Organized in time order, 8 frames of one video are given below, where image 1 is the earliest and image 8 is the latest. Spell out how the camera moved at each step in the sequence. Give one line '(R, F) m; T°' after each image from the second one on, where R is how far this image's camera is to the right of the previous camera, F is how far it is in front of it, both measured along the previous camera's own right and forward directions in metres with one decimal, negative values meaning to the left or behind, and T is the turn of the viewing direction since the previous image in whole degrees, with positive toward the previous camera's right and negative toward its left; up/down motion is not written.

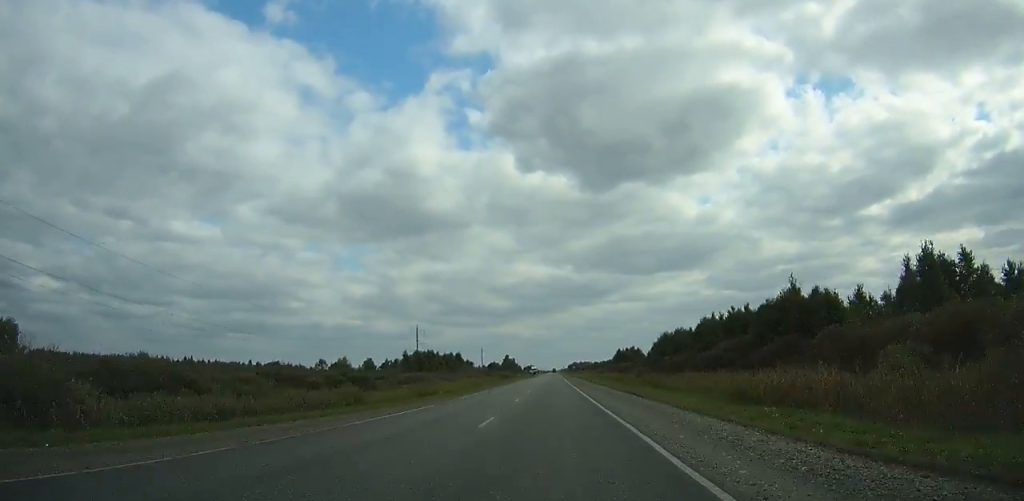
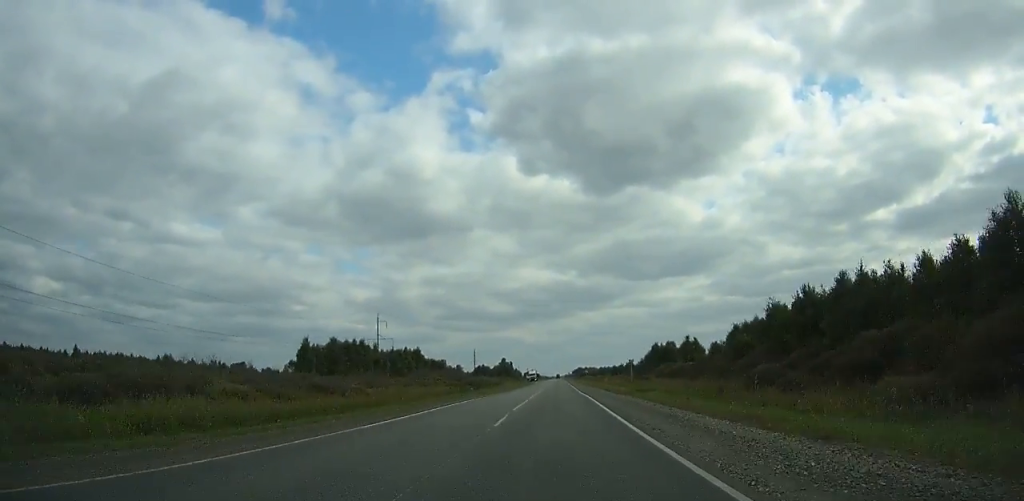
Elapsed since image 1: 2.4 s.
(0.0, +59.1) m; 0°
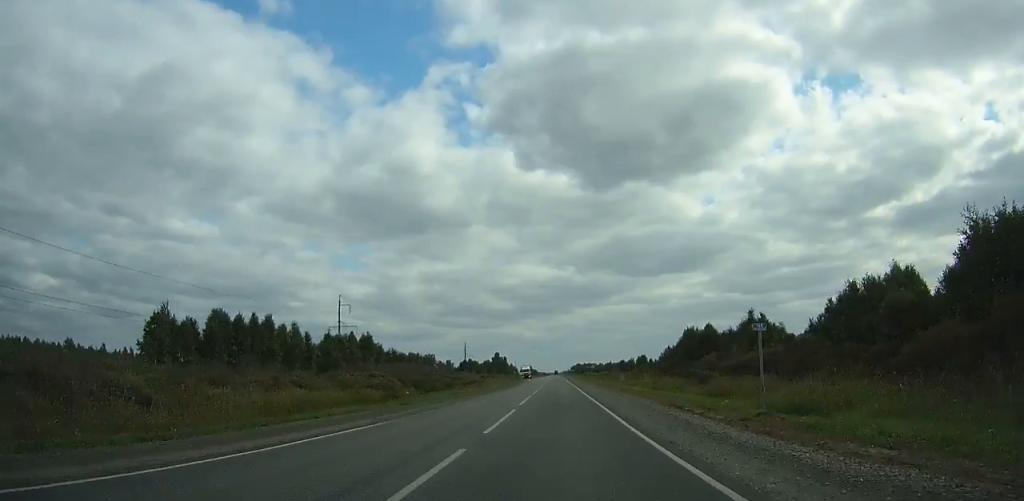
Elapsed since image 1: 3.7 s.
(-0.1, +32.1) m; 0°
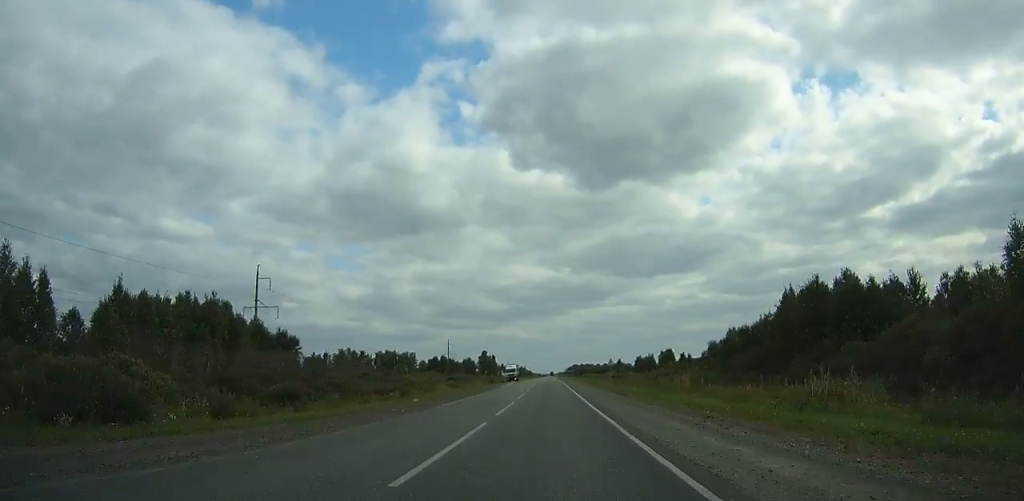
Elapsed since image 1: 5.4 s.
(-0.1, +42.0) m; 0°
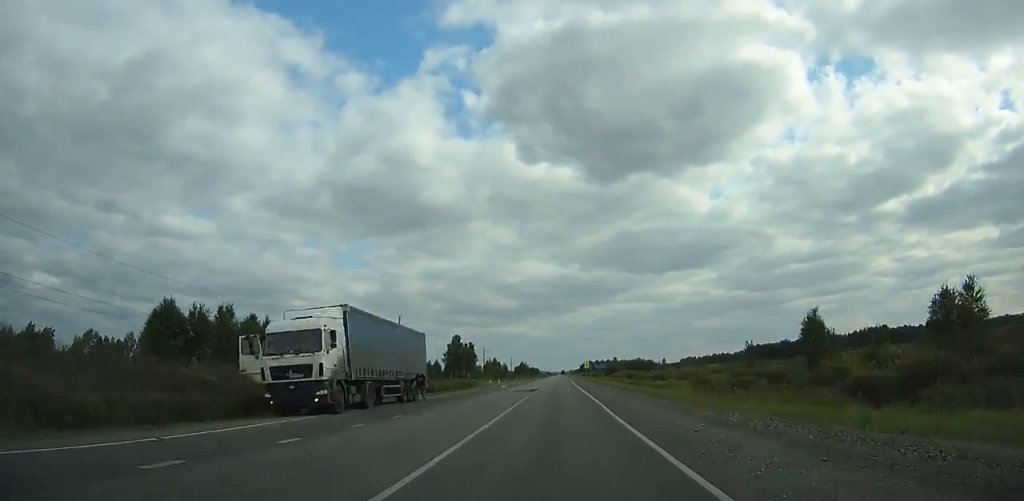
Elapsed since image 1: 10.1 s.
(-0.3, +116.6) m; 0°
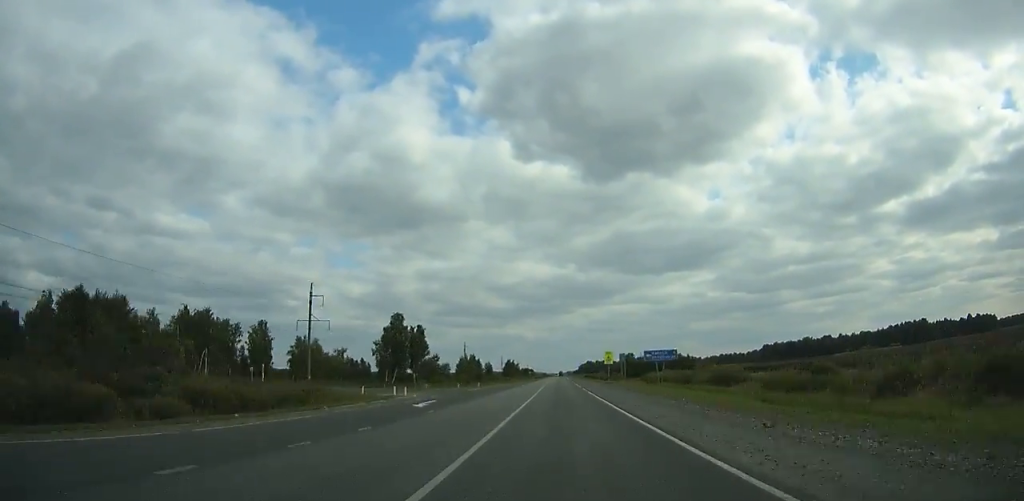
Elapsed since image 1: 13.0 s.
(0.0, +72.5) m; 0°
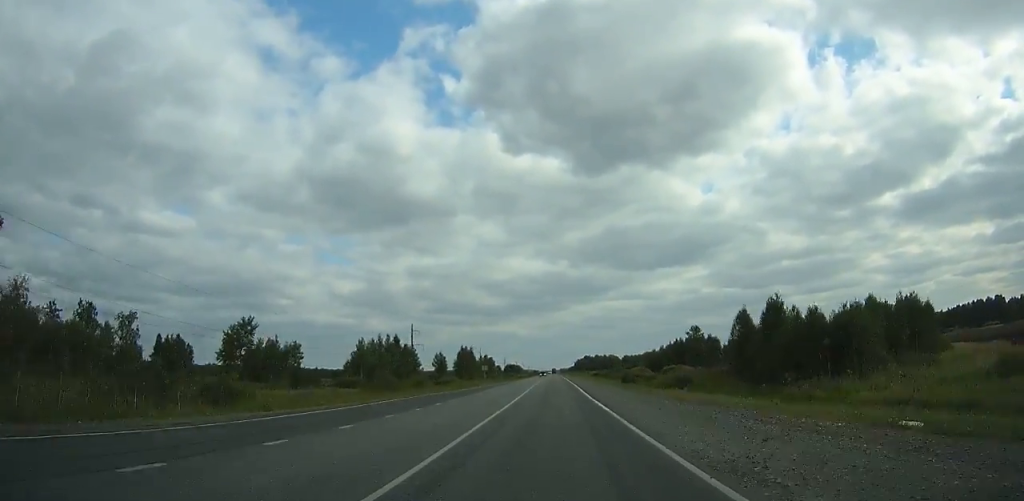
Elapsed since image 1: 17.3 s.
(+0.6, +109.1) m; 0°
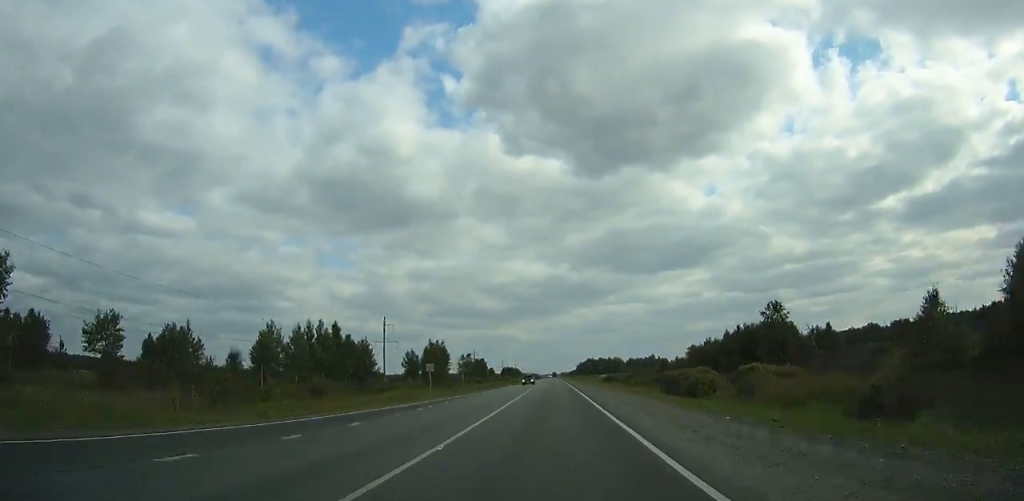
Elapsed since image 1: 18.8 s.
(0.0, +38.9) m; 0°
